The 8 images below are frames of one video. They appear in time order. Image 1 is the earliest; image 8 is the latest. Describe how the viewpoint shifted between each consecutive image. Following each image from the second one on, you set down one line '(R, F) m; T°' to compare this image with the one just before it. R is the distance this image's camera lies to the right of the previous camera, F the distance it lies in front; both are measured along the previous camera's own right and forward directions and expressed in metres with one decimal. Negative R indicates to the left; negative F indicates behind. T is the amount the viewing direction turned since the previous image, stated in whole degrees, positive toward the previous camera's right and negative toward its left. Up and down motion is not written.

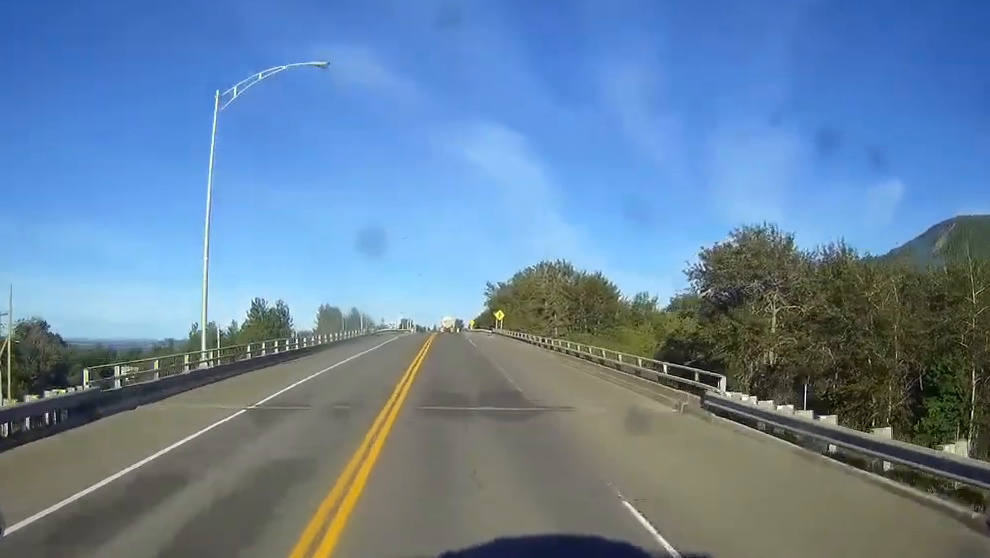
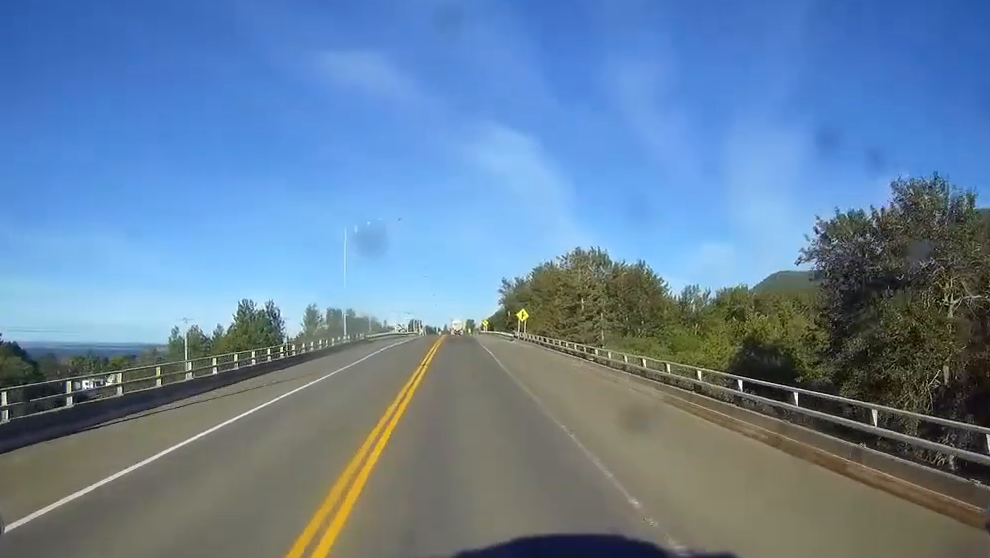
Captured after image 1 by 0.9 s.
(-0.2, +21.3) m; -1°
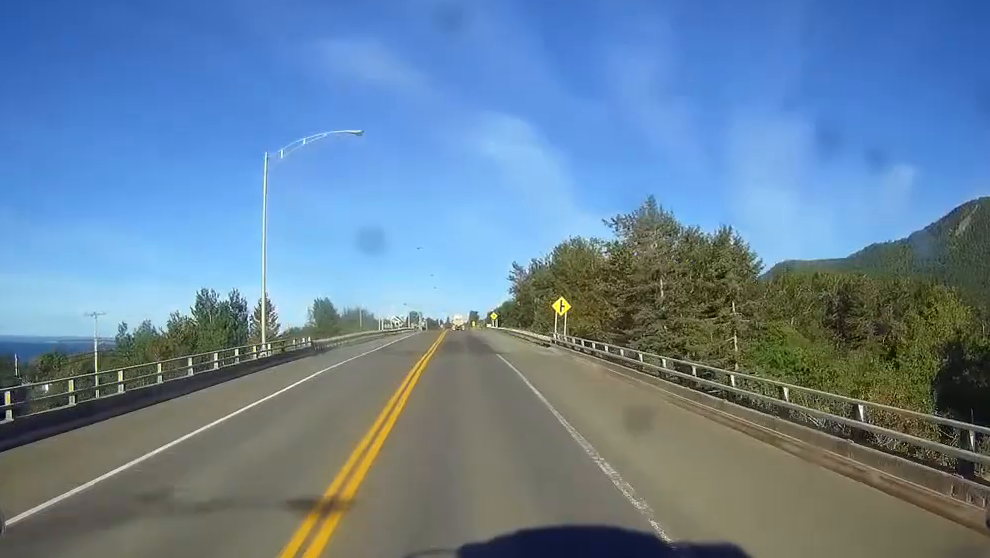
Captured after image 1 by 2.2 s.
(-0.2, +30.1) m; -1°
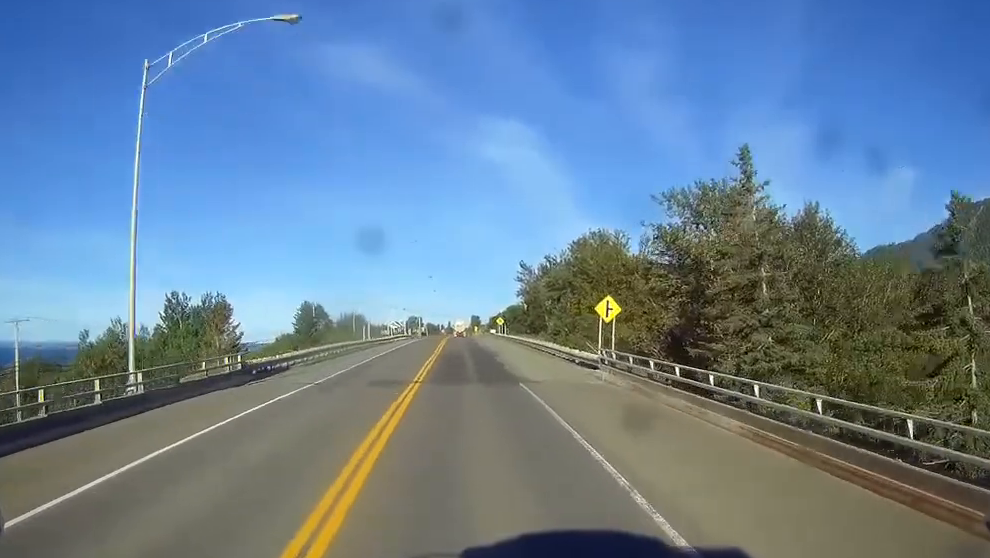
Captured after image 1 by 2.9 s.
(-0.1, +16.6) m; -1°
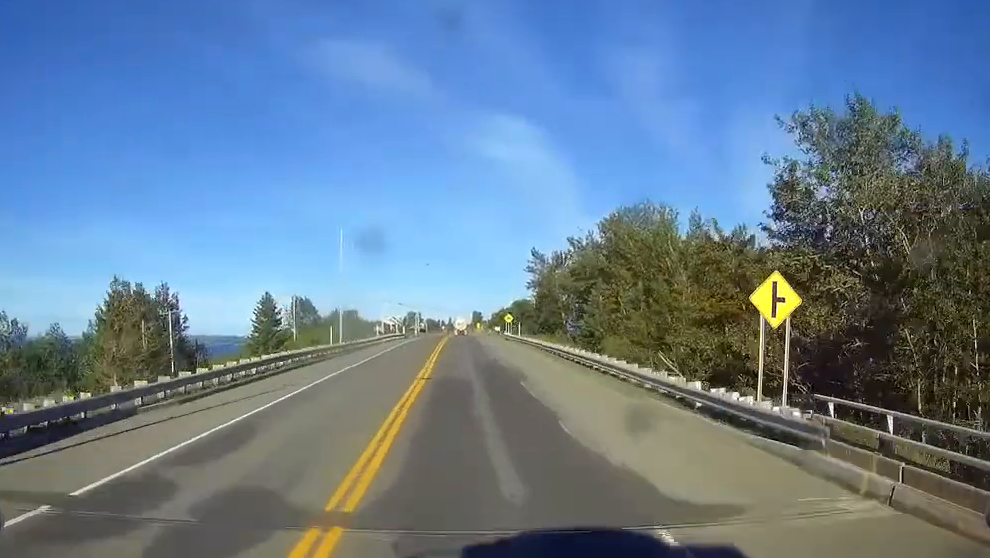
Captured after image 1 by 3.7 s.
(-0.1, +20.6) m; -1°
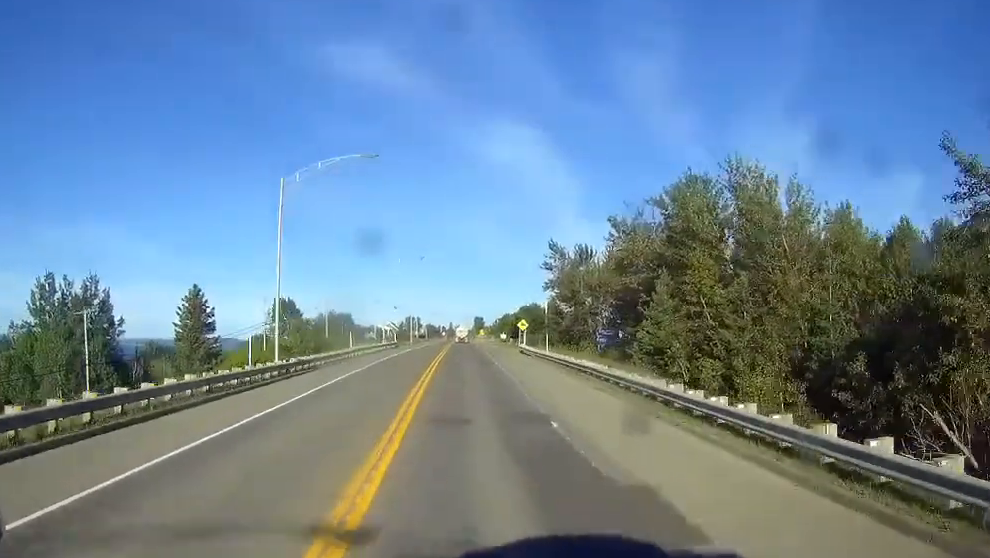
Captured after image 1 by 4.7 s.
(-0.1, +22.8) m; -1°
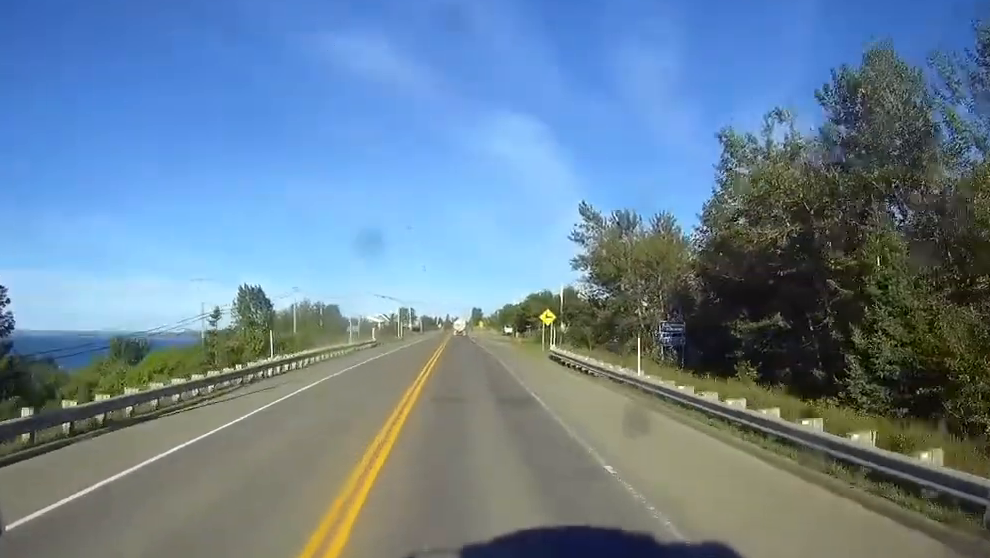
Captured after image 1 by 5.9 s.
(0.0, +28.1) m; 0°
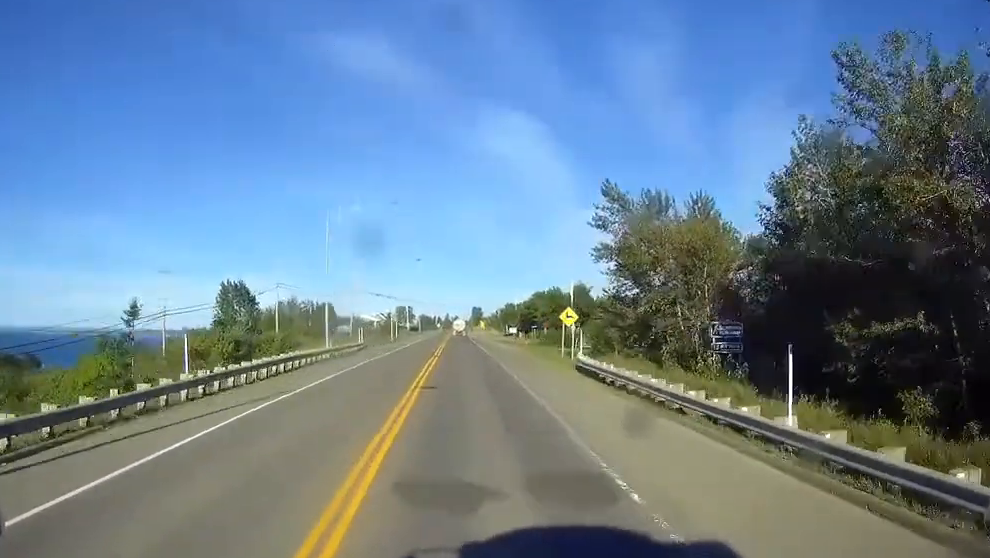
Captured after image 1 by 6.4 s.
(0.0, +12.5) m; 0°
